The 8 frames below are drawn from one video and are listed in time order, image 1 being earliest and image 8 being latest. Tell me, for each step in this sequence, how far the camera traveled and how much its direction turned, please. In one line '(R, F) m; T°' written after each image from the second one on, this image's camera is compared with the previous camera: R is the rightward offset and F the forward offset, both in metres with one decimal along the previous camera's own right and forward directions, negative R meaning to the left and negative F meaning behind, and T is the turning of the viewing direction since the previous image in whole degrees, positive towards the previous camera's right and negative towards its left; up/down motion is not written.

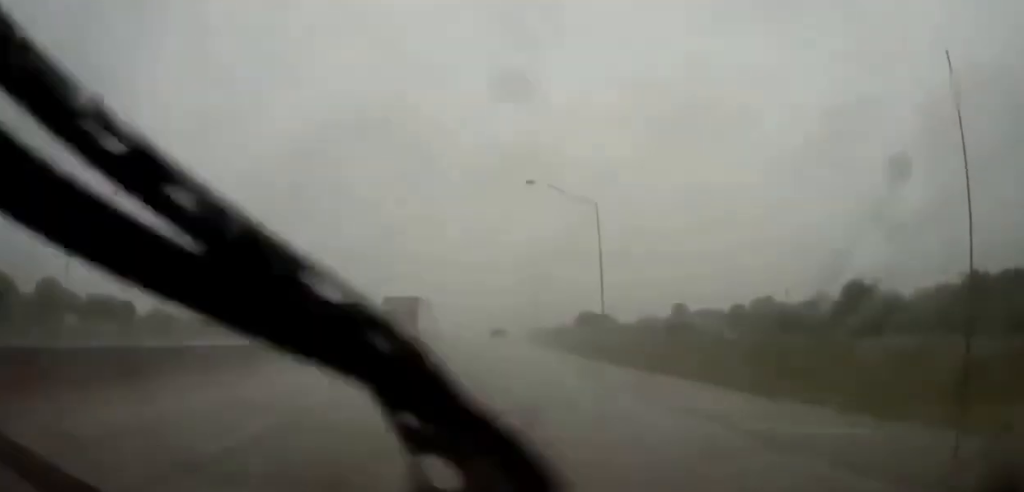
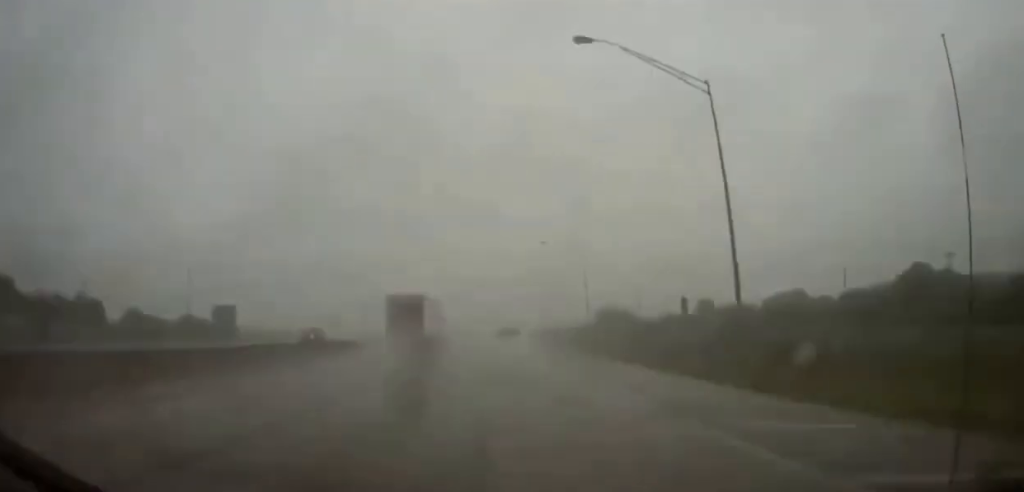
(0.0, +20.1) m; 0°
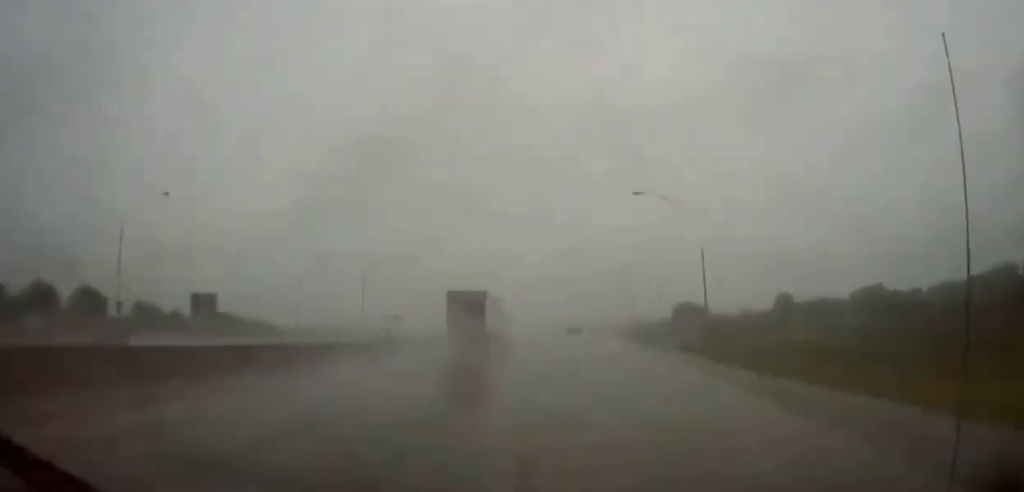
(-0.3, +22.5) m; 0°
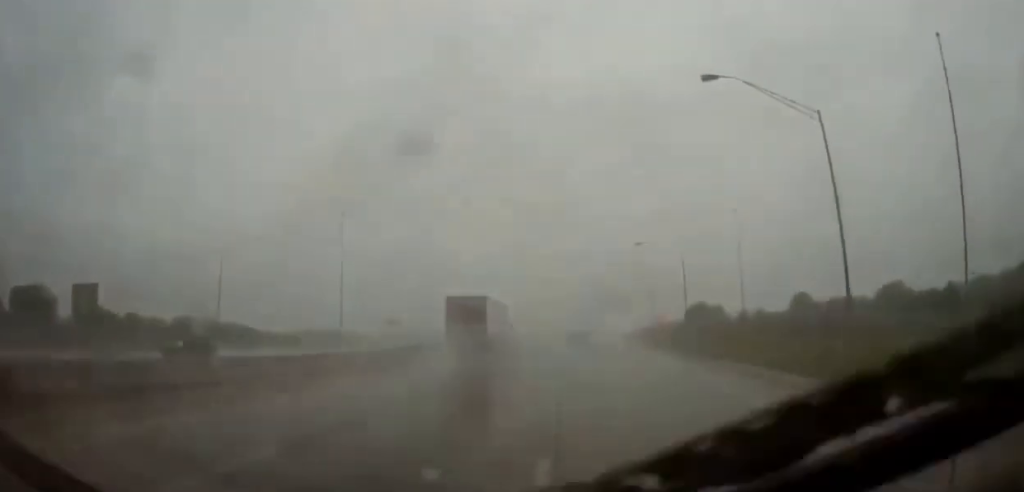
(+0.6, +24.7) m; -1°
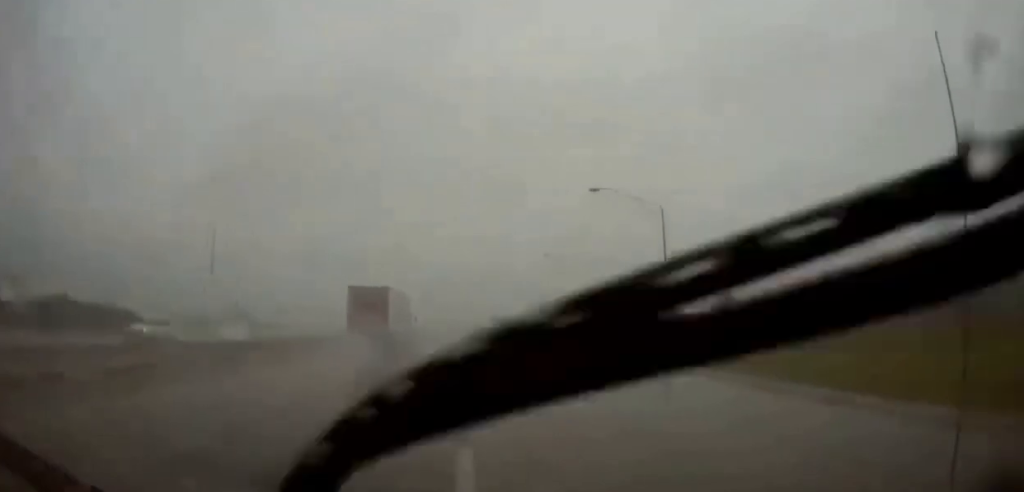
(-1.0, +27.2) m; 0°
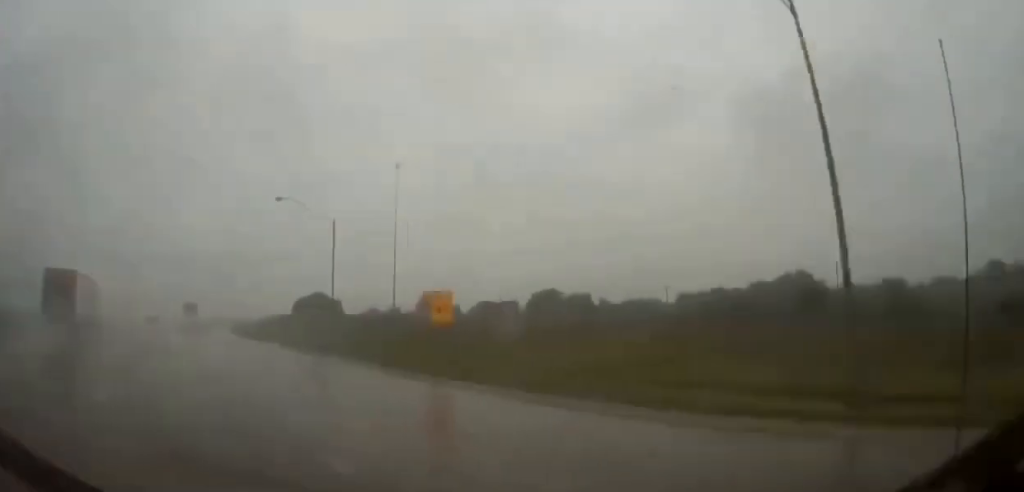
(+1.2, +37.4) m; +2°
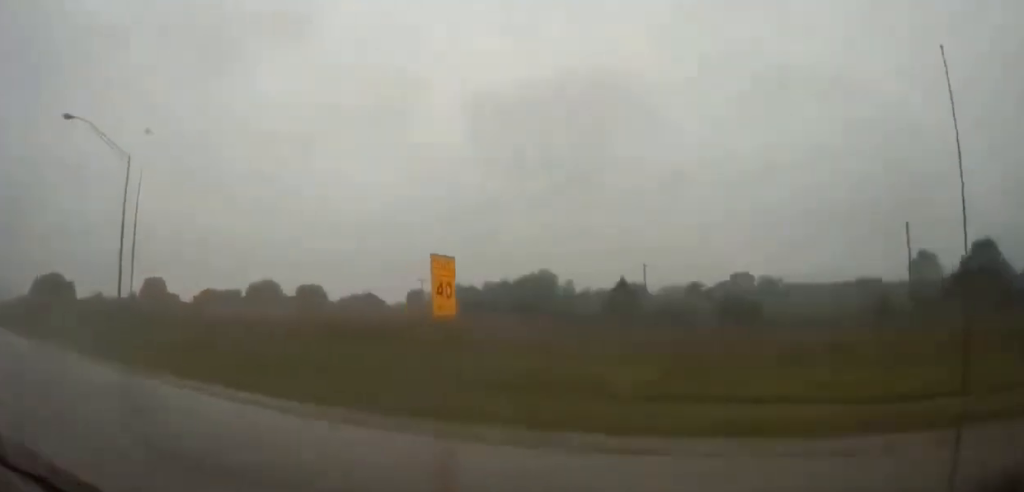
(-0.5, +19.1) m; +1°
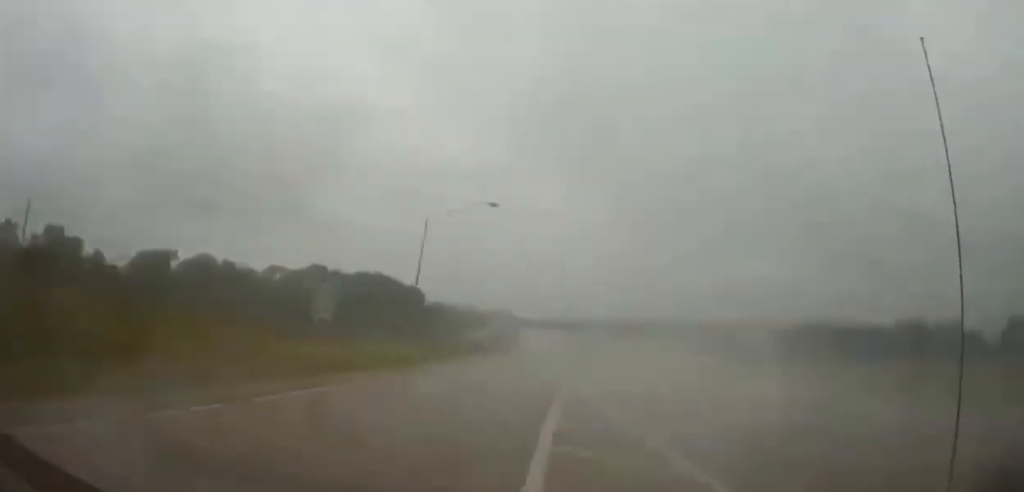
(+1.7, +38.3) m; +5°
